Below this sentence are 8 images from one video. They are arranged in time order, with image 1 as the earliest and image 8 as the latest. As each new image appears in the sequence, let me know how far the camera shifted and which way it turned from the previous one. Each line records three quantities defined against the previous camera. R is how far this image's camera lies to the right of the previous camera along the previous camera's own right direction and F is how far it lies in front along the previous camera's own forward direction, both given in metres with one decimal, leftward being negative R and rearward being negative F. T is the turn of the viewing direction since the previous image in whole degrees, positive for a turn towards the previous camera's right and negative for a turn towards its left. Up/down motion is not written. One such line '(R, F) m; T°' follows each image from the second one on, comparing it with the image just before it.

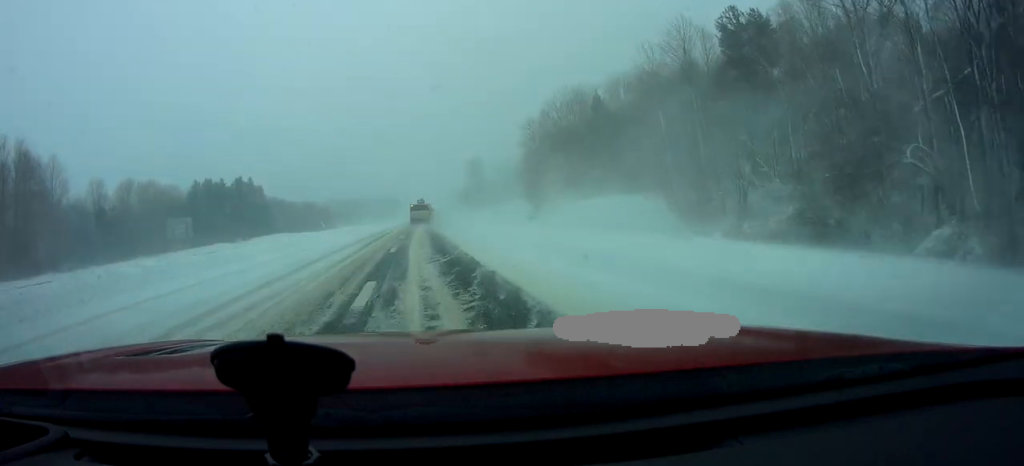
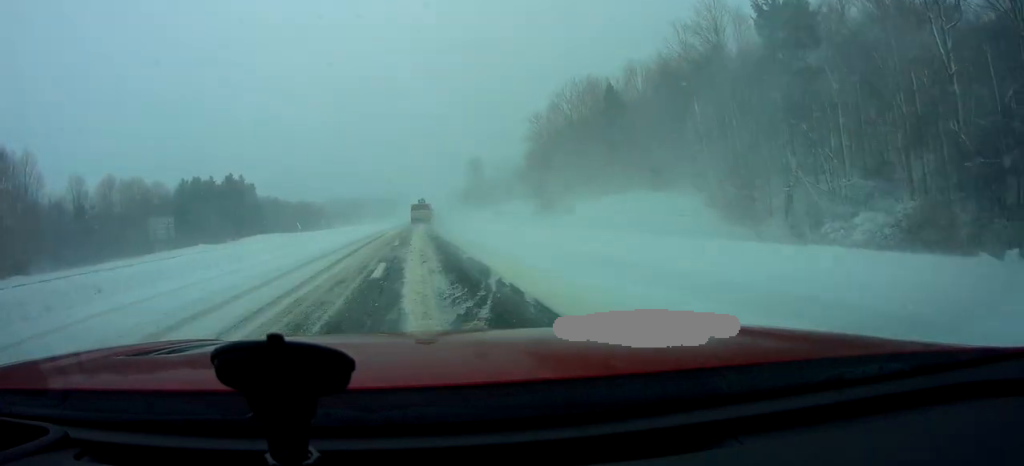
(+0.3, +8.1) m; 0°
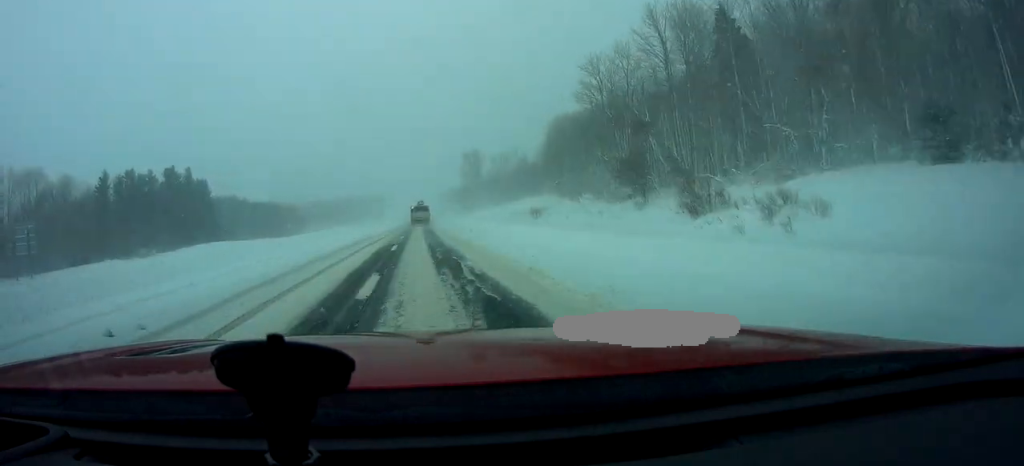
(-1.0, +39.4) m; 0°
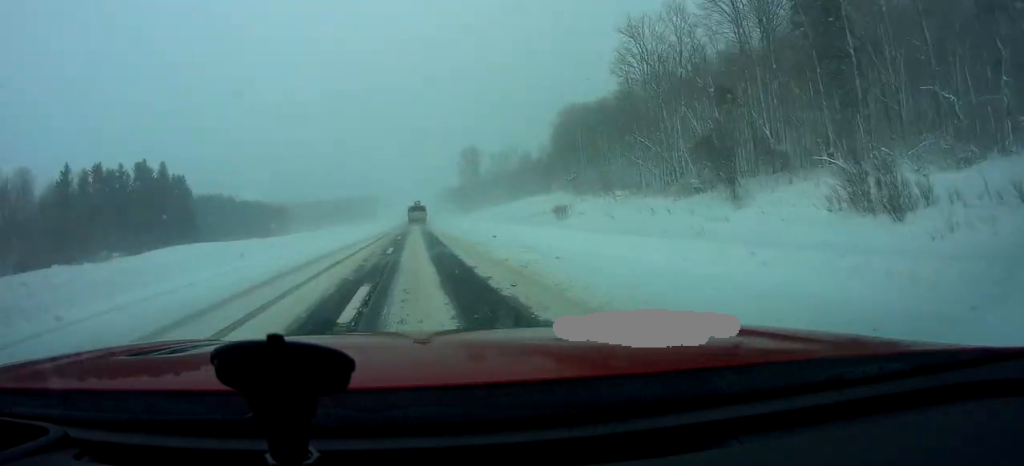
(+0.3, +14.3) m; +1°
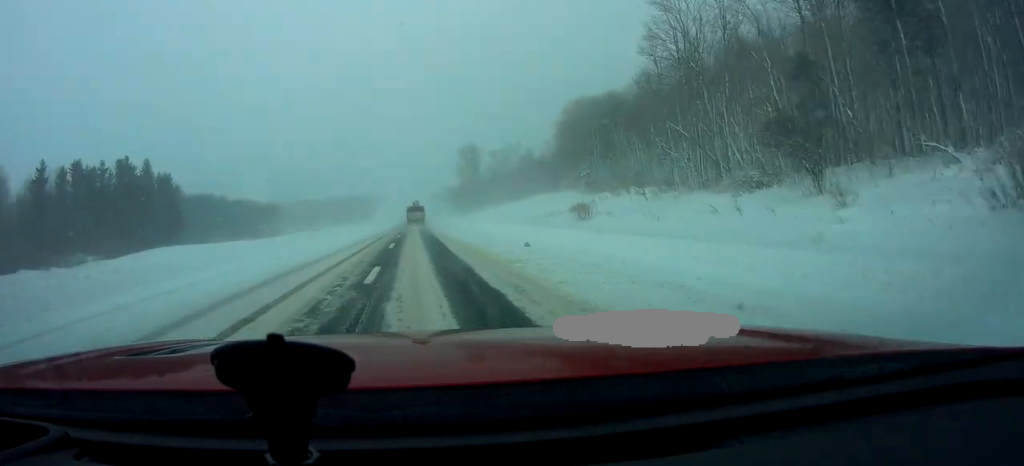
(+0.1, +8.2) m; +1°
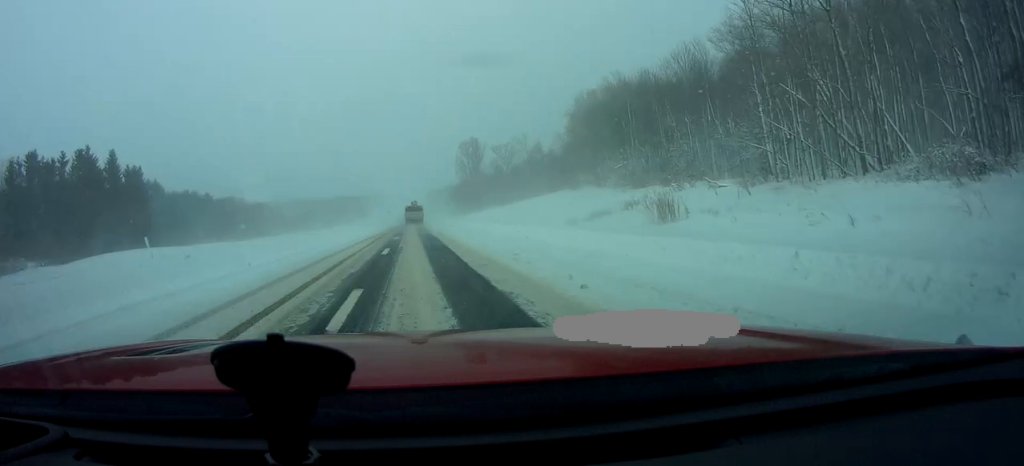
(+0.1, +16.2) m; 0°
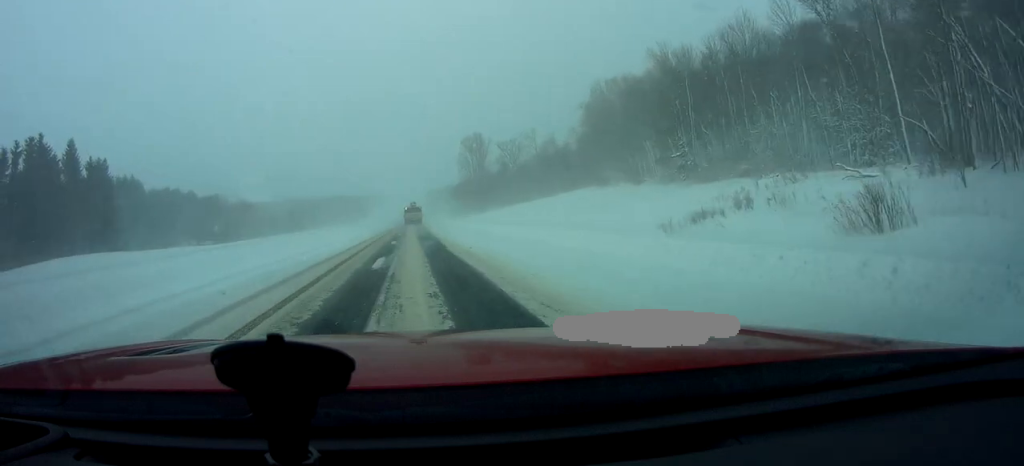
(0.0, +16.5) m; +1°
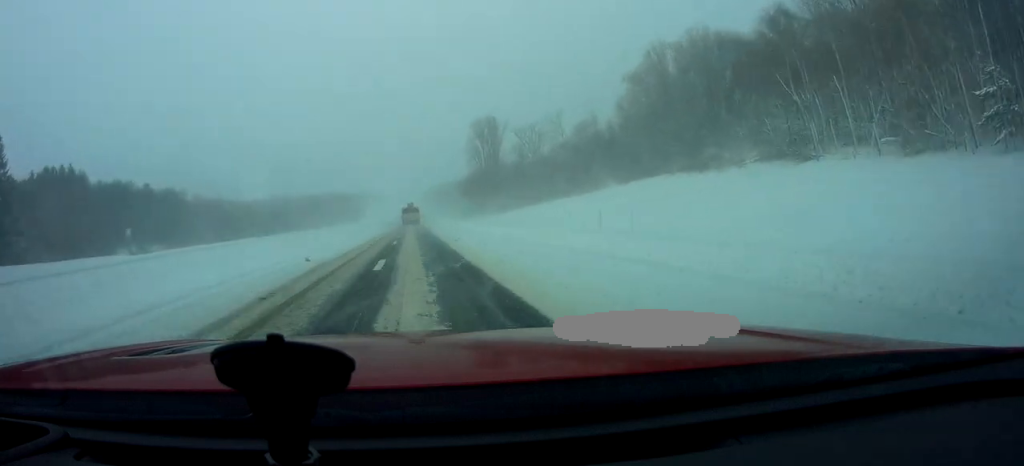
(+0.5, +36.4) m; 0°
